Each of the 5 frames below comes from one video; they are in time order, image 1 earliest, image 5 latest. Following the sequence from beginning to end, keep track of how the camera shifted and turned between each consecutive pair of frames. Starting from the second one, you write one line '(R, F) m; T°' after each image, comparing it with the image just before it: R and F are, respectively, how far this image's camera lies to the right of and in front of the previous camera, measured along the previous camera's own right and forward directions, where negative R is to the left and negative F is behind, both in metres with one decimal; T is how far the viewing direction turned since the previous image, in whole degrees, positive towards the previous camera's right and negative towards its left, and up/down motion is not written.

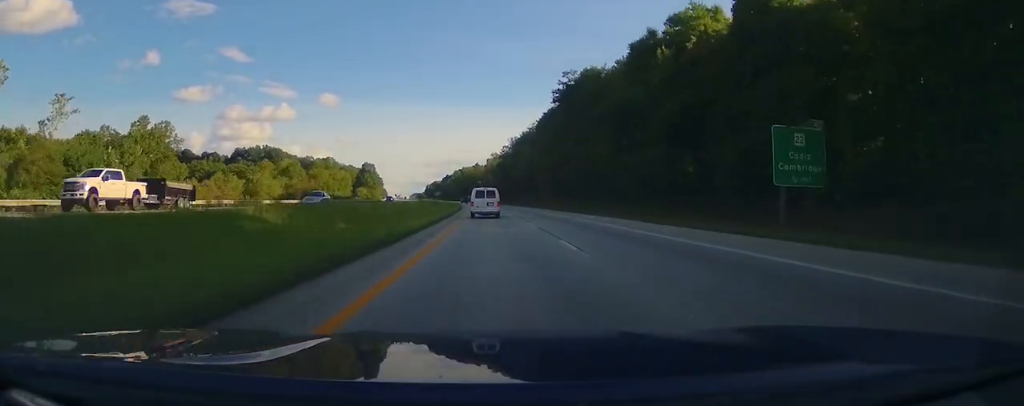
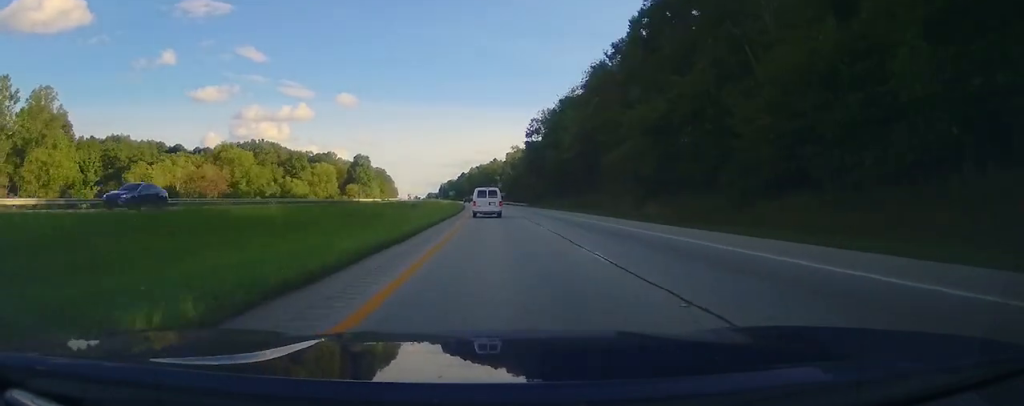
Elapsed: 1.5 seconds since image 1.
(0.0, +52.0) m; 0°
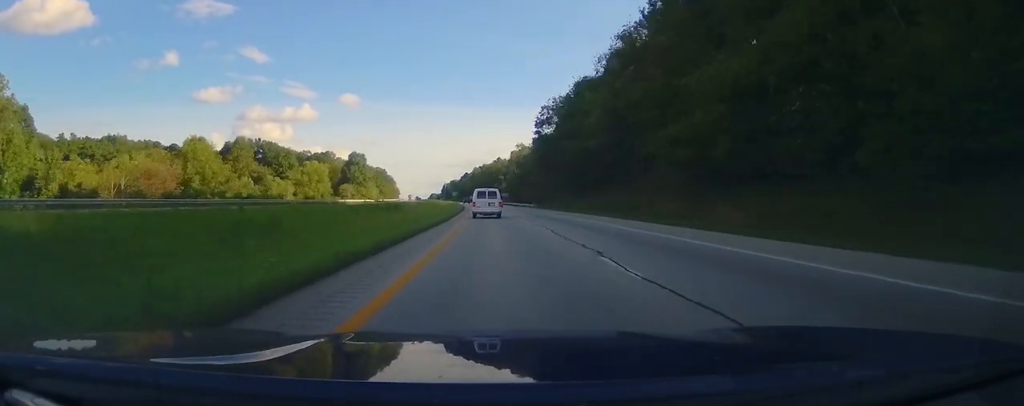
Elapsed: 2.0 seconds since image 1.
(+0.1, +14.6) m; -1°
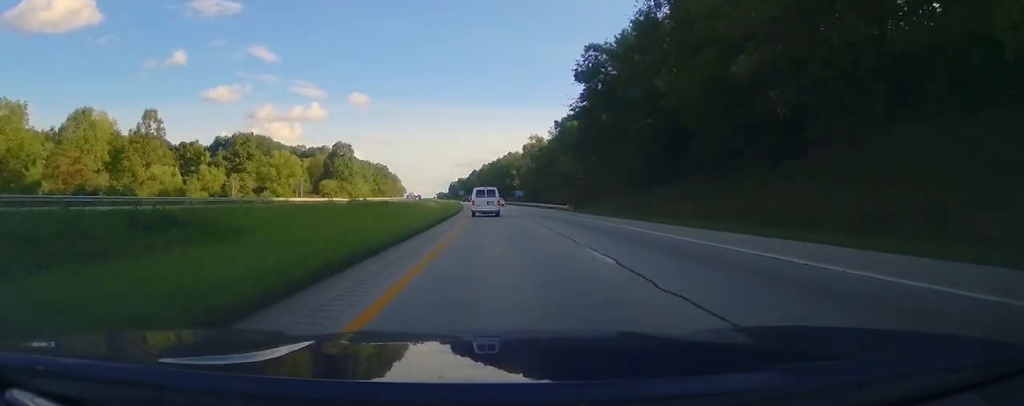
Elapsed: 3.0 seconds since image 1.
(-0.7, +34.6) m; -1°
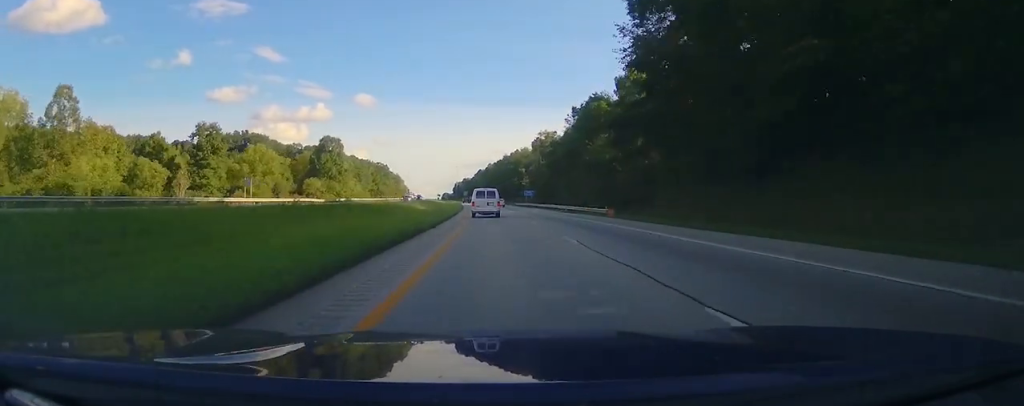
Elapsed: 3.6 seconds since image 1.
(-0.1, +20.1) m; -1°
